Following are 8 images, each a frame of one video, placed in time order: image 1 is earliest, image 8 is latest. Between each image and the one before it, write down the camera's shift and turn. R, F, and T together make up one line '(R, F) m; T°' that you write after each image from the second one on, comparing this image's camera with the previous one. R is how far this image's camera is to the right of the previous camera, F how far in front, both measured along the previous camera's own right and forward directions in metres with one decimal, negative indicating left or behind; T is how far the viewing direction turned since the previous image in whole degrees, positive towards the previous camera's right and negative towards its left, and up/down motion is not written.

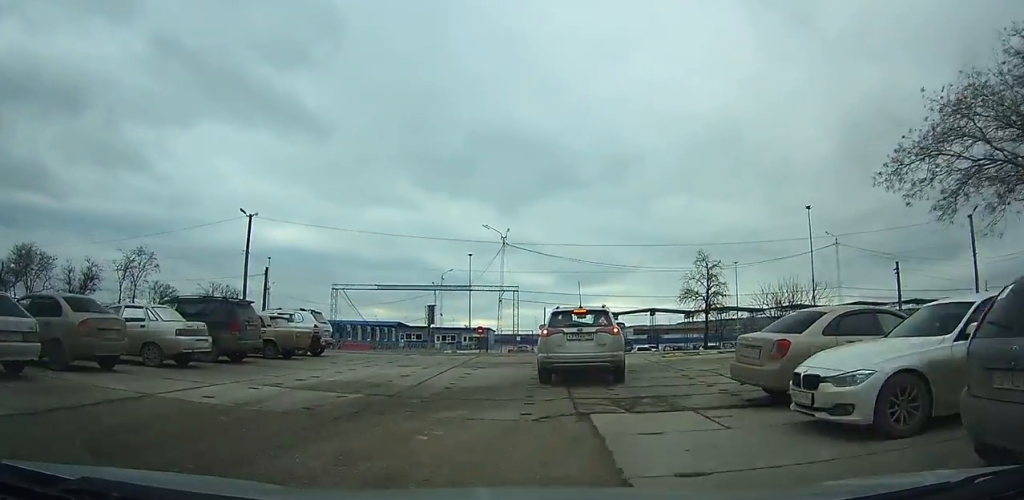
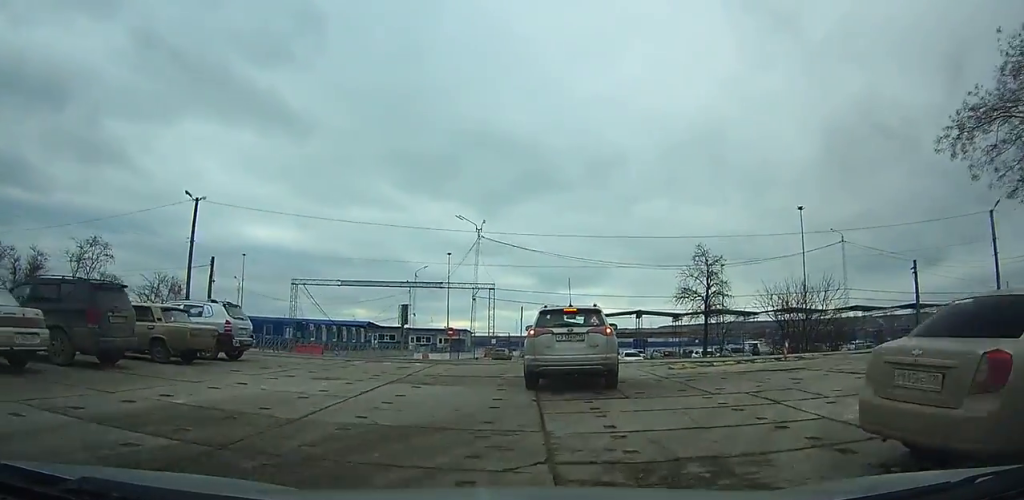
(0.0, +4.3) m; 0°
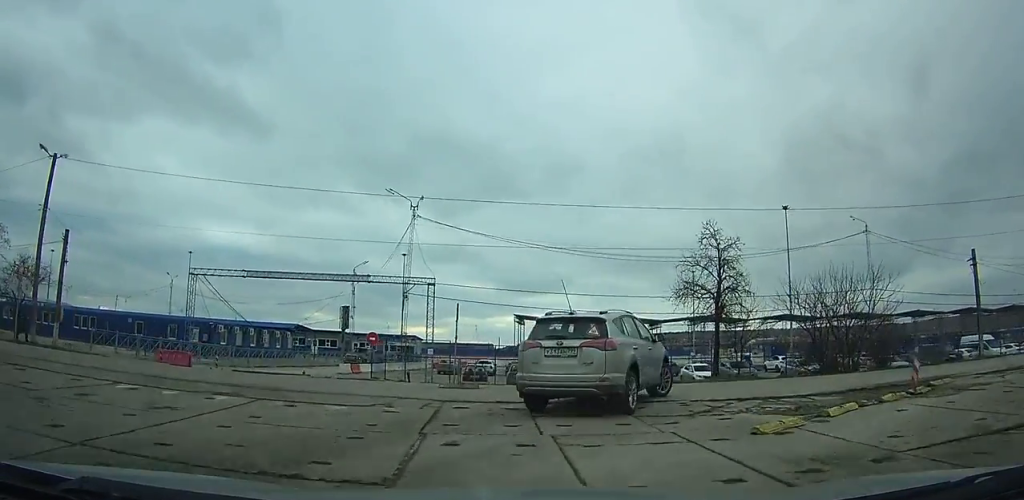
(+0.1, +8.9) m; +5°
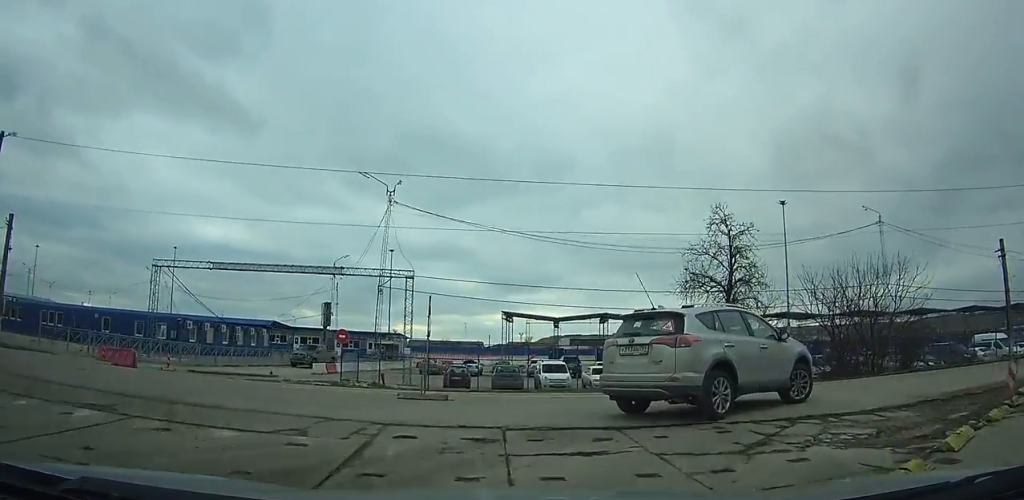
(0.0, +2.5) m; +5°
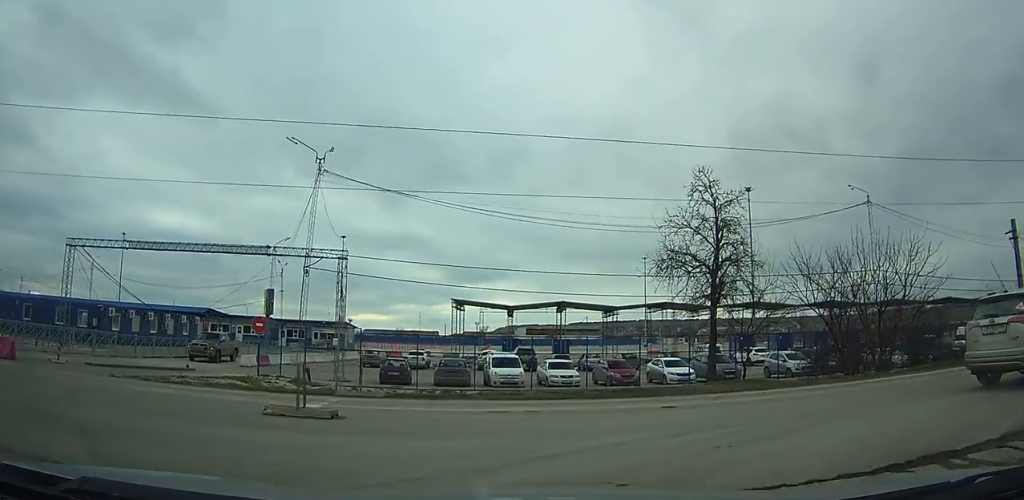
(+0.4, +4.0) m; +23°
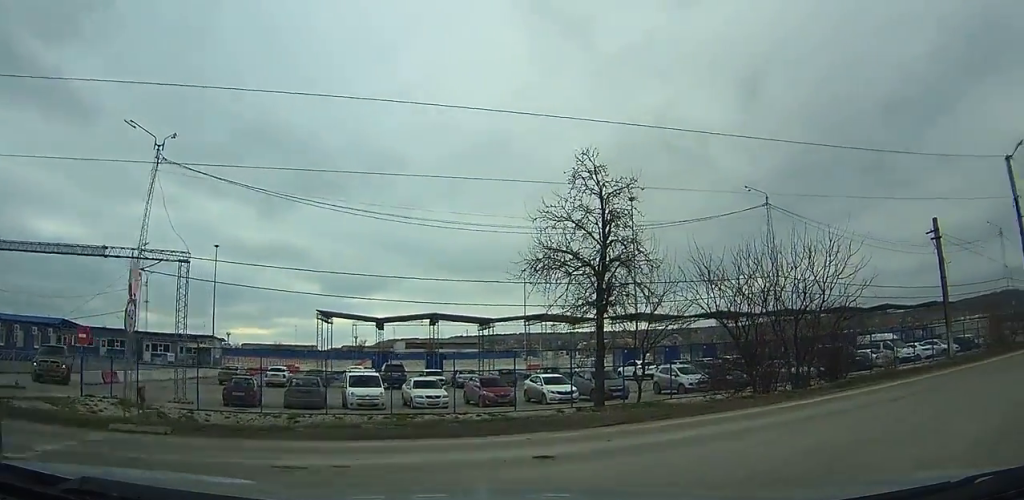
(+0.9, +4.4) m; +33°
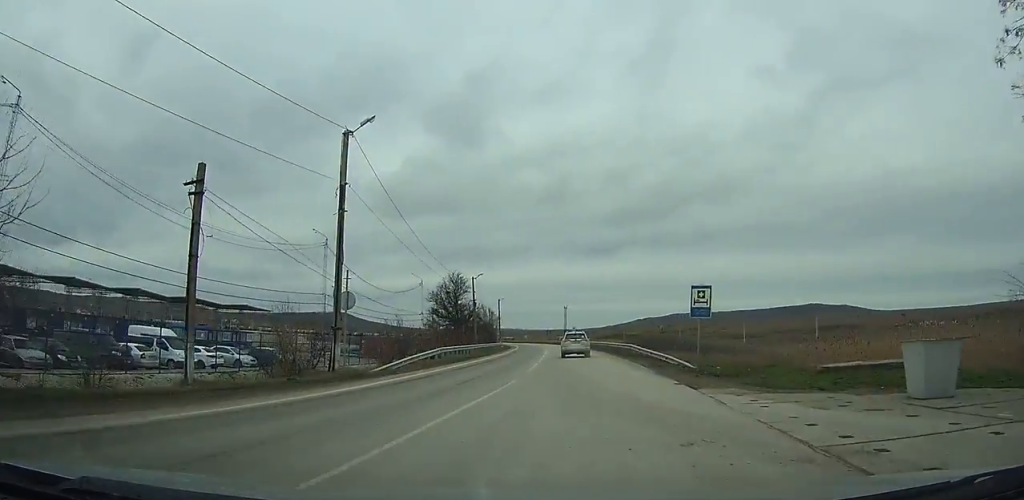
(+5.6, +14.4) m; +25°
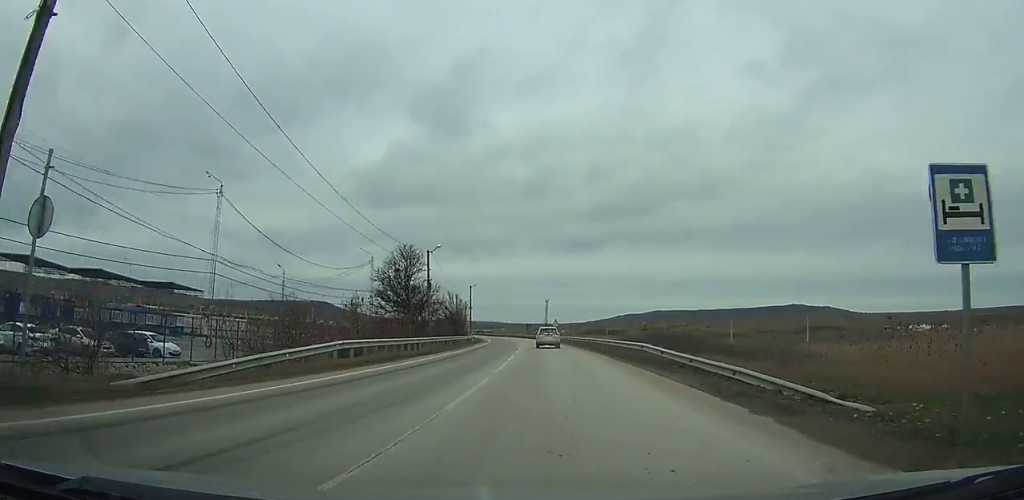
(+0.4, +15.3) m; +1°
